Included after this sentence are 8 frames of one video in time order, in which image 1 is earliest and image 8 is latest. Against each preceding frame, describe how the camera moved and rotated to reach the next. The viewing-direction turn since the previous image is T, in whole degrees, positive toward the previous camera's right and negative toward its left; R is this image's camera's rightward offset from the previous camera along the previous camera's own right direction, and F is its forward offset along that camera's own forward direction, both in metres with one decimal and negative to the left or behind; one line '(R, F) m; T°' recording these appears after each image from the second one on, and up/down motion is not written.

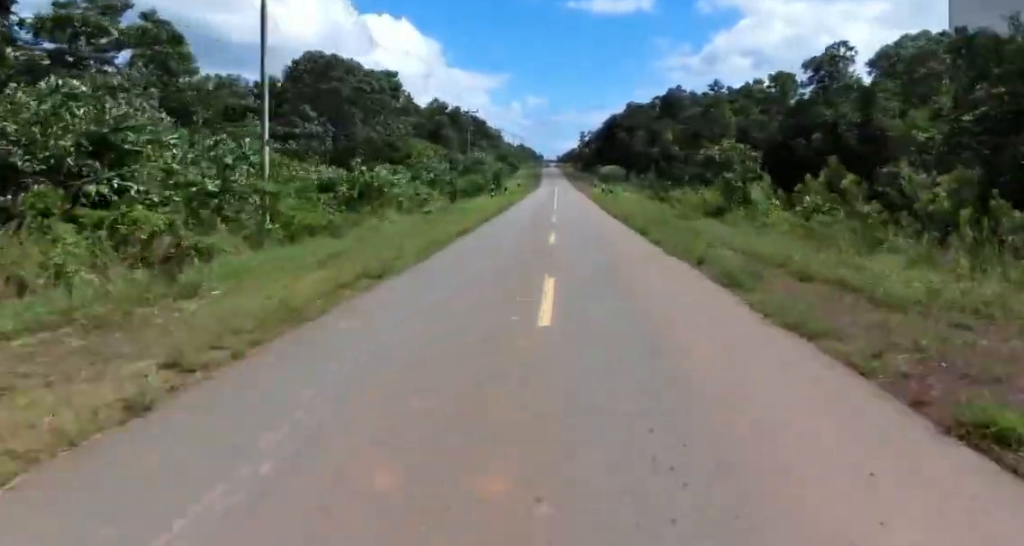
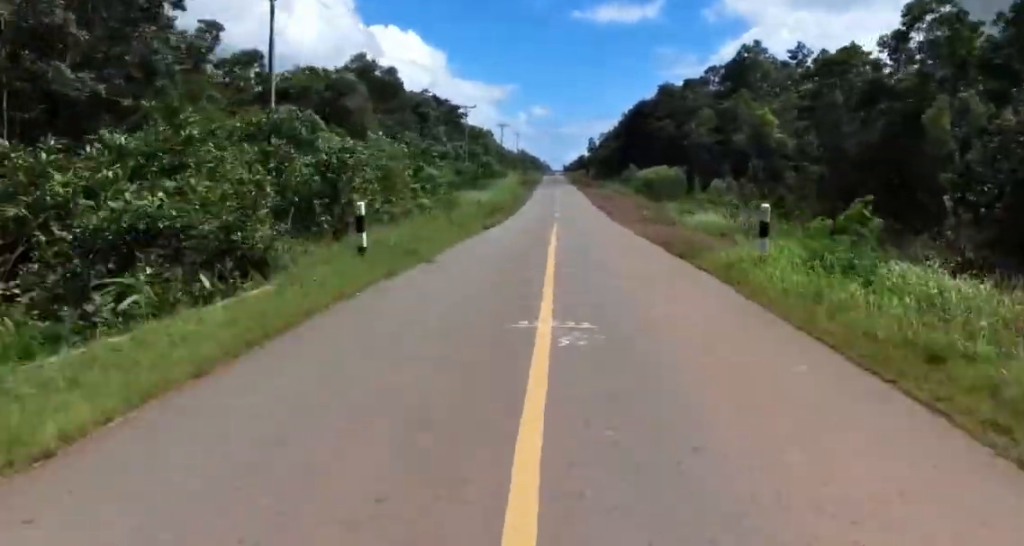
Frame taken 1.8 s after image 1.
(-1.4, +48.9) m; -2°
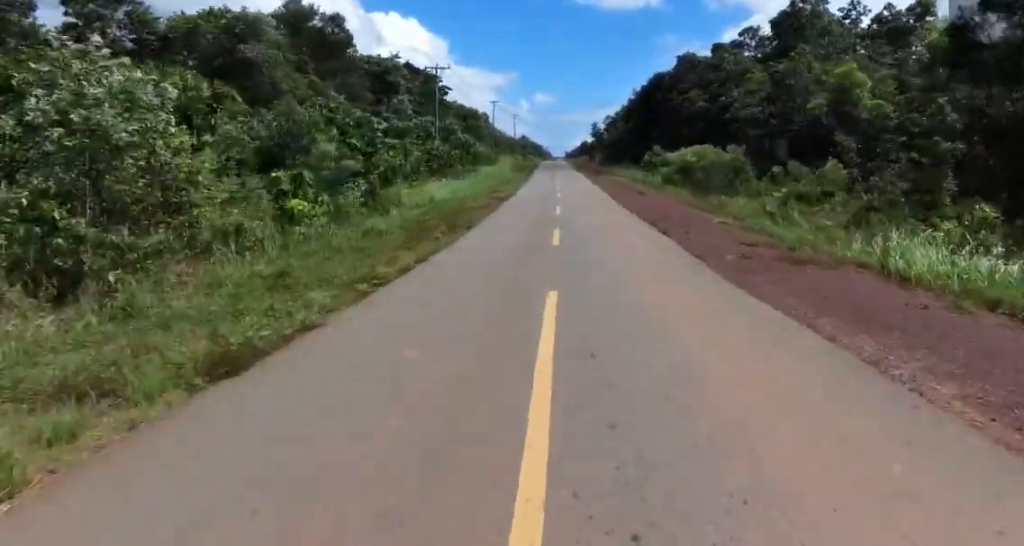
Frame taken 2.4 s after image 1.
(+0.3, +17.8) m; +1°
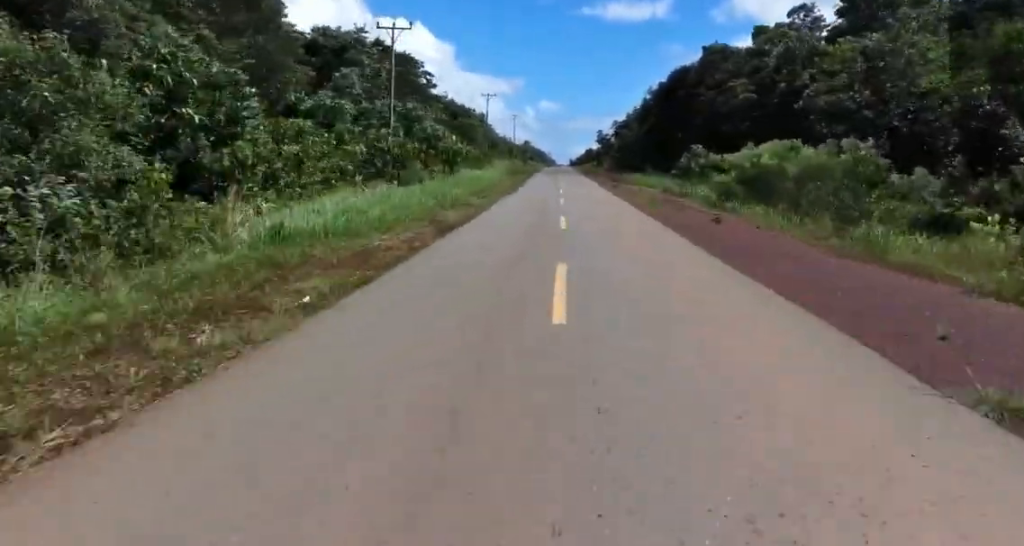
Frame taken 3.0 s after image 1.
(+0.2, +16.0) m; +1°
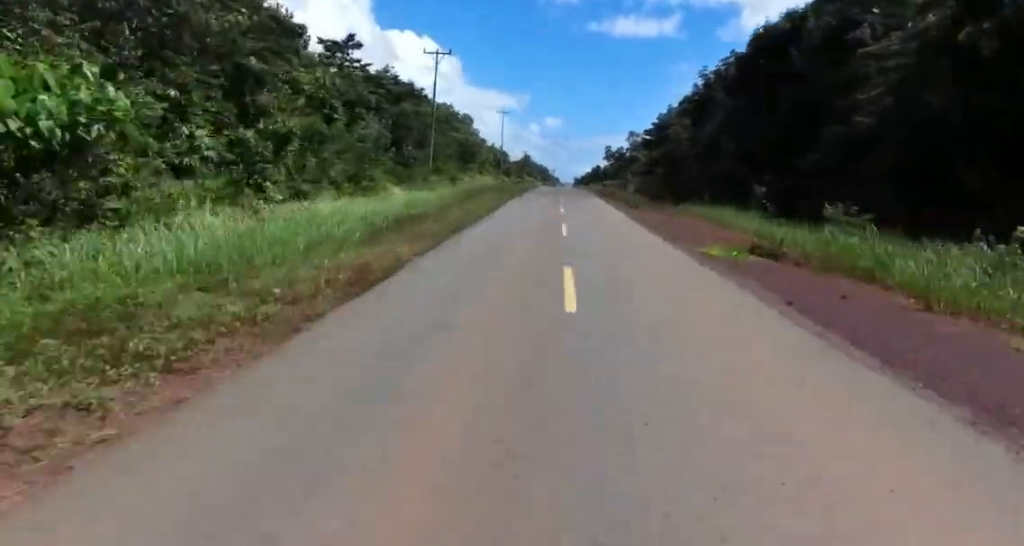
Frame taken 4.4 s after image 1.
(+0.6, +39.4) m; 0°
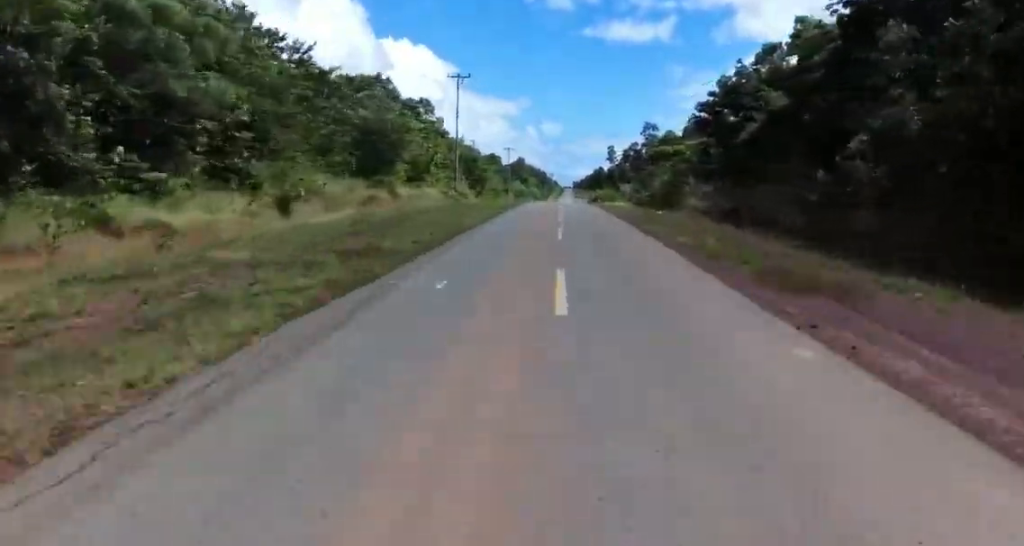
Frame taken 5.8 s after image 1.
(-1.2, +42.2) m; -2°
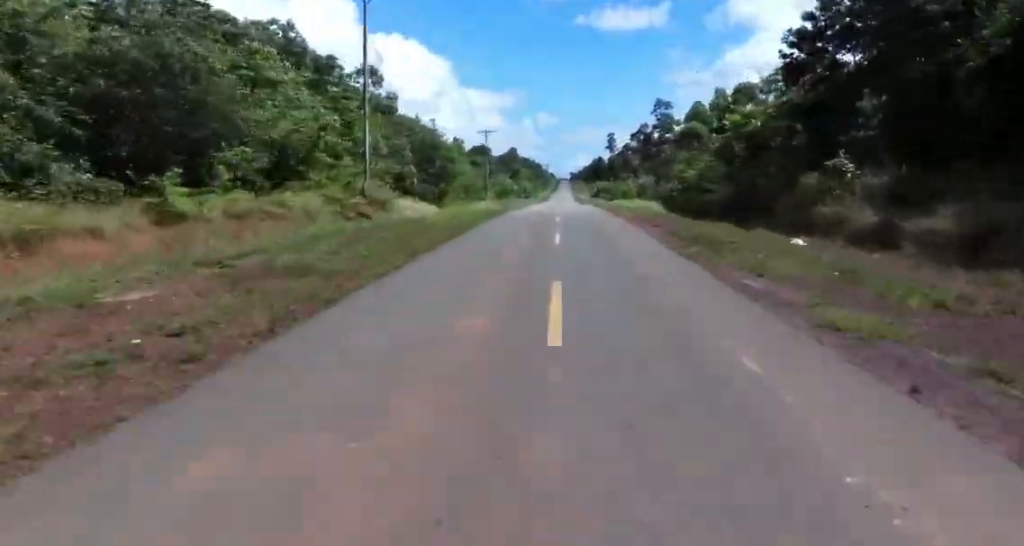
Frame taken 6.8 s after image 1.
(+0.6, +25.6) m; +1°
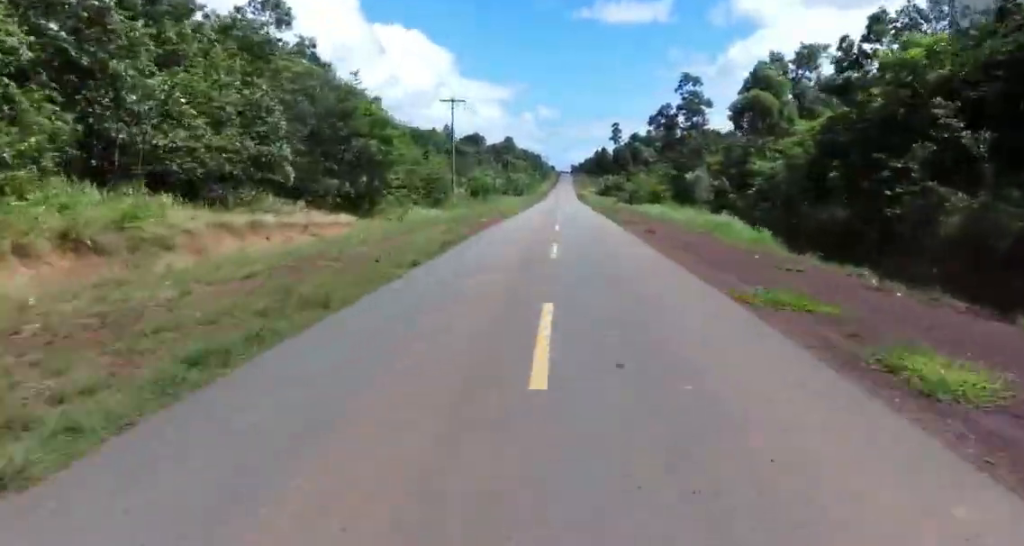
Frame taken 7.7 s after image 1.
(+0.1, +26.3) m; +1°
